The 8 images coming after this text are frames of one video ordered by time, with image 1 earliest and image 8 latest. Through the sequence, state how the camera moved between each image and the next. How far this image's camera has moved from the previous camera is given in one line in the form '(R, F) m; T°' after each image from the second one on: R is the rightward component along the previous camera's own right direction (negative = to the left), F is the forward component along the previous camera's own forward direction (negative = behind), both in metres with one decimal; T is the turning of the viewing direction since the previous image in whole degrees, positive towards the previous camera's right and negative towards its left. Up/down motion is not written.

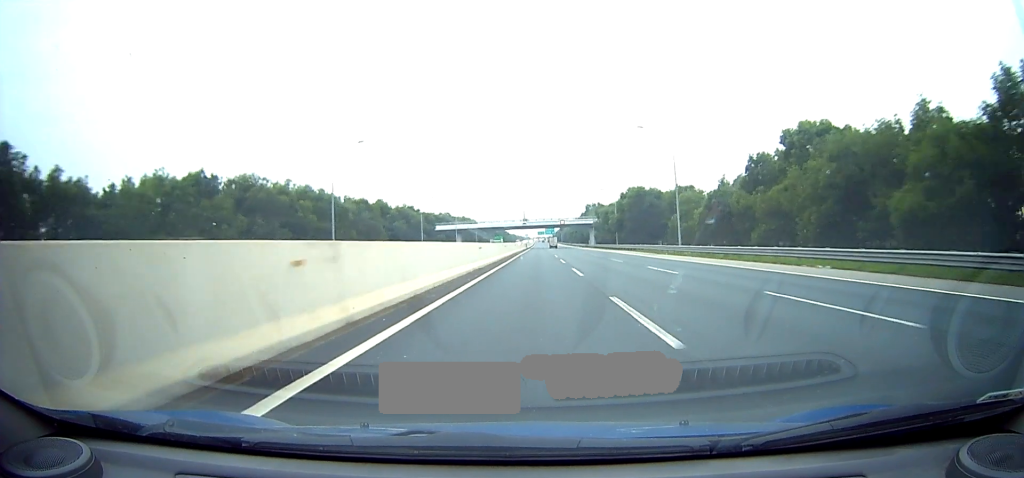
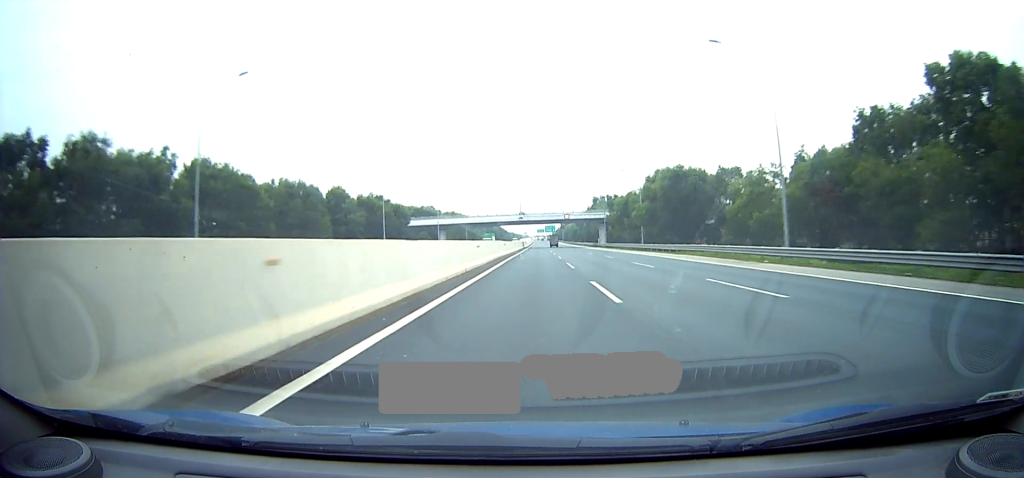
(0.0, +27.3) m; 0°
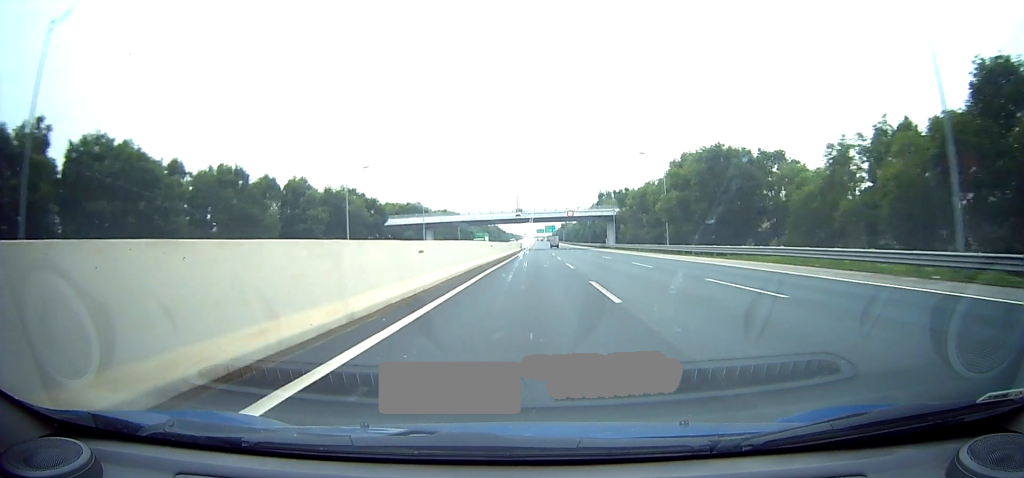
(0.0, +16.4) m; 0°
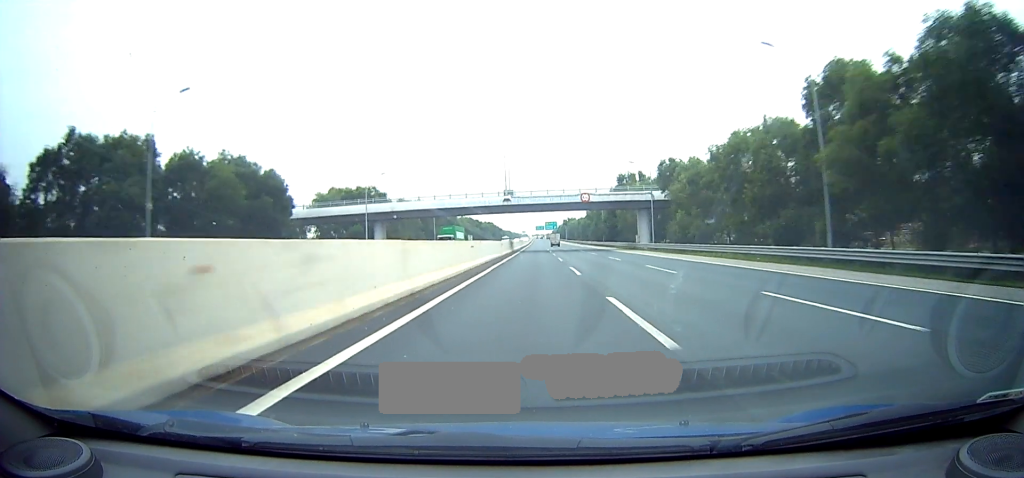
(+0.4, +42.2) m; -1°
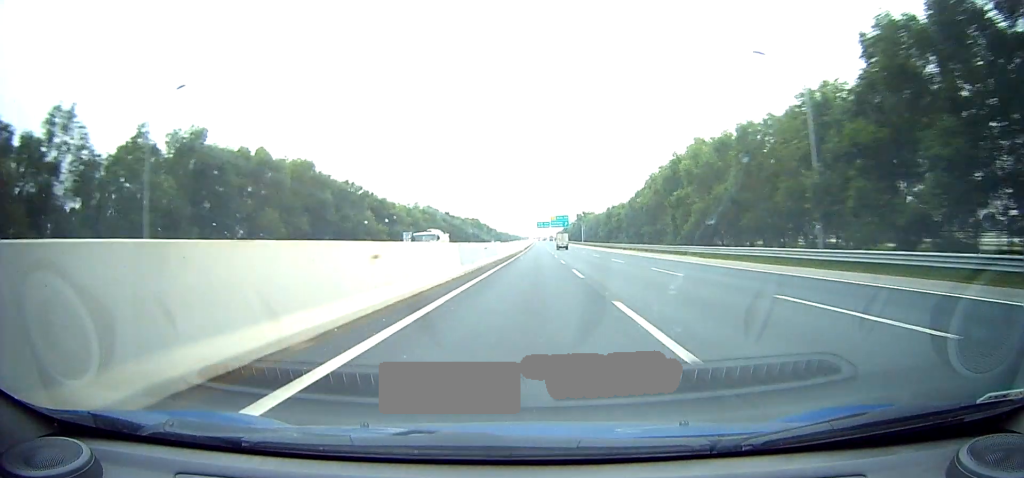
(-1.9, +86.3) m; +1°
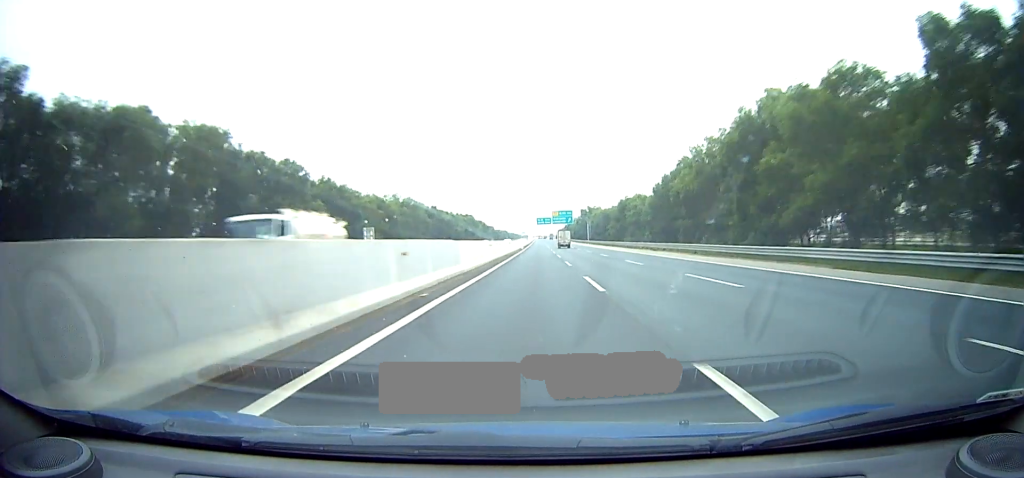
(+0.1, +21.0) m; 0°
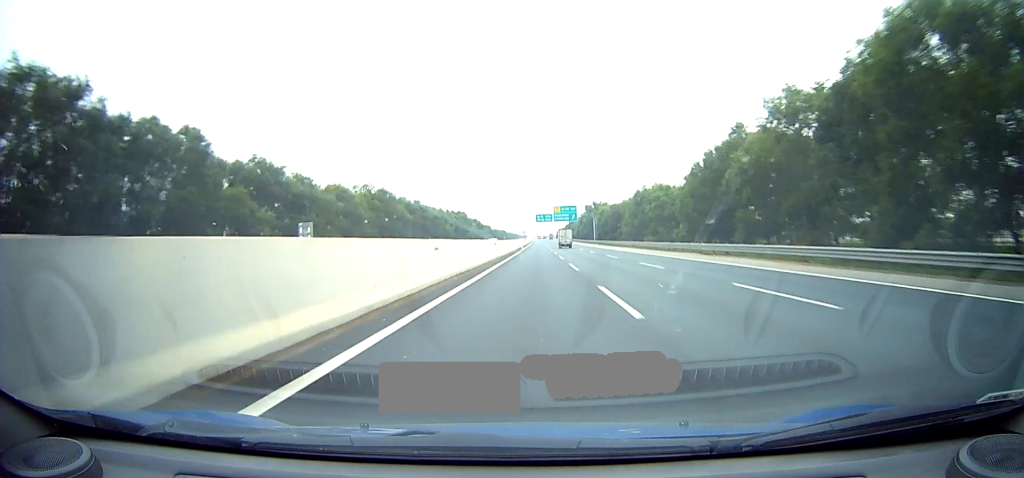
(0.0, +20.3) m; 0°
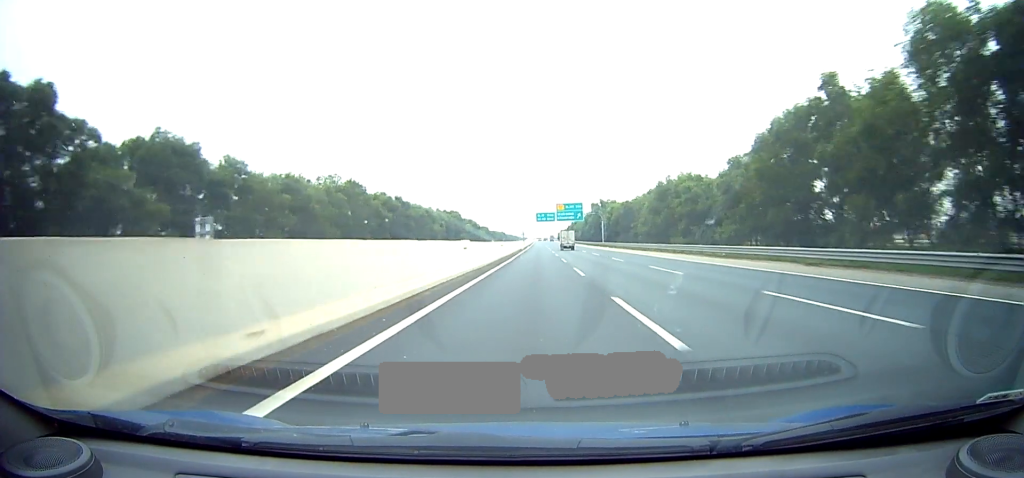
(0.0, +15.1) m; -1°
